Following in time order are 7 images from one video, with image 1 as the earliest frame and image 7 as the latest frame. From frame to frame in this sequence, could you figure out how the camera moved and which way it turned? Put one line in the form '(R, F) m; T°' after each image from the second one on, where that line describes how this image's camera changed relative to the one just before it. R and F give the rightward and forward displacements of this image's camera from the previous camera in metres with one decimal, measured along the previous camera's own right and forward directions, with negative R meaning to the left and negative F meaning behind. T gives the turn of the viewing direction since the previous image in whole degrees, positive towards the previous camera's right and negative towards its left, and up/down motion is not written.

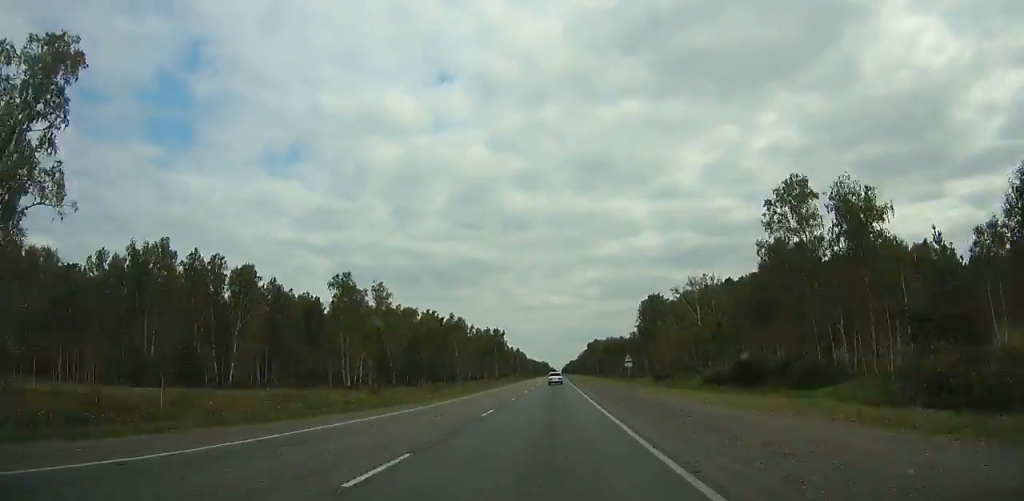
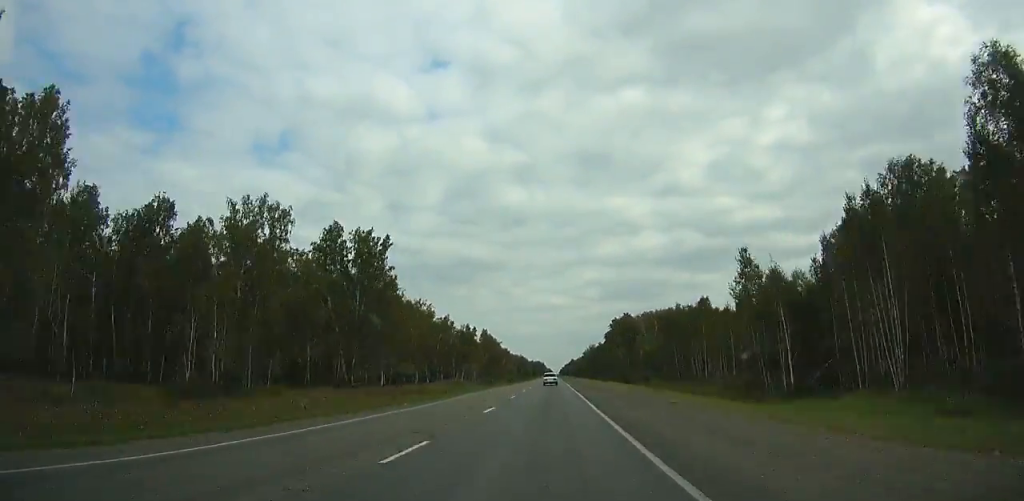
(-0.4, +179.2) m; 0°
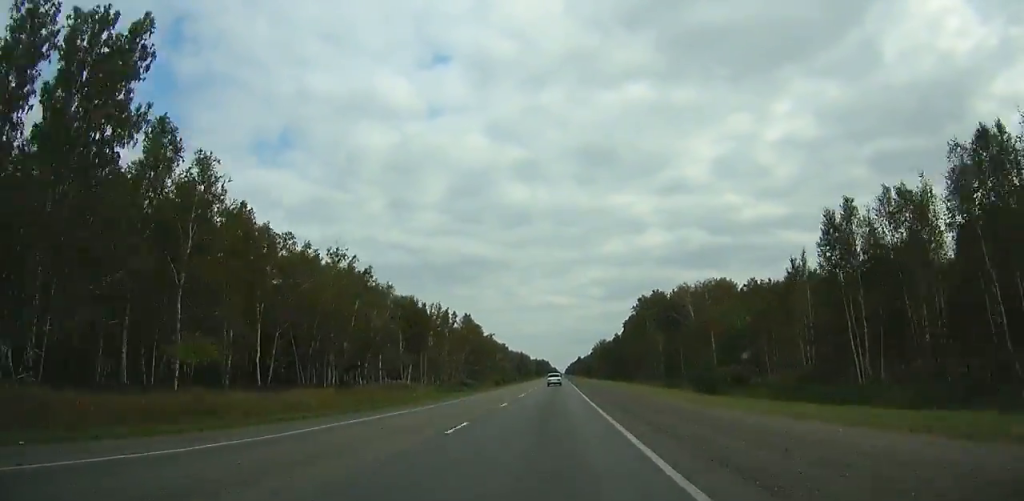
(-0.1, +55.4) m; 0°
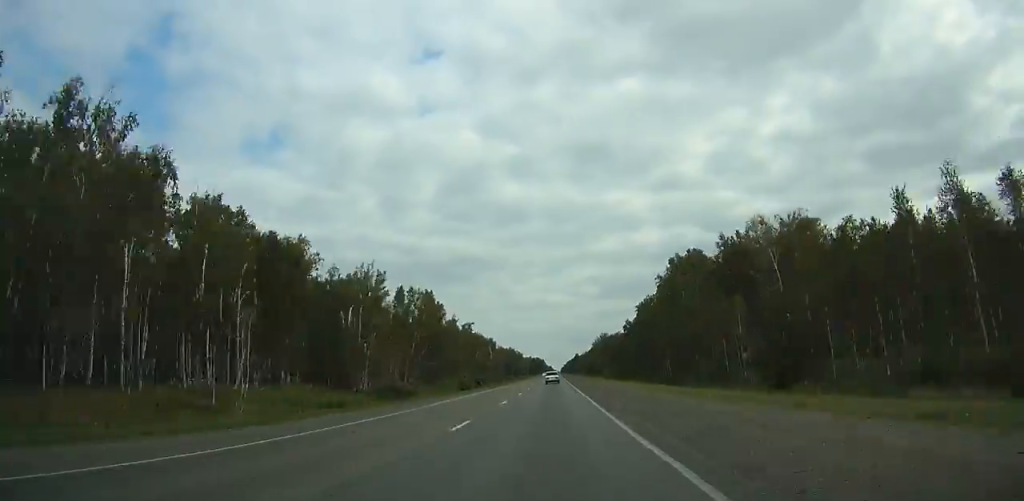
(-0.3, +48.1) m; 0°
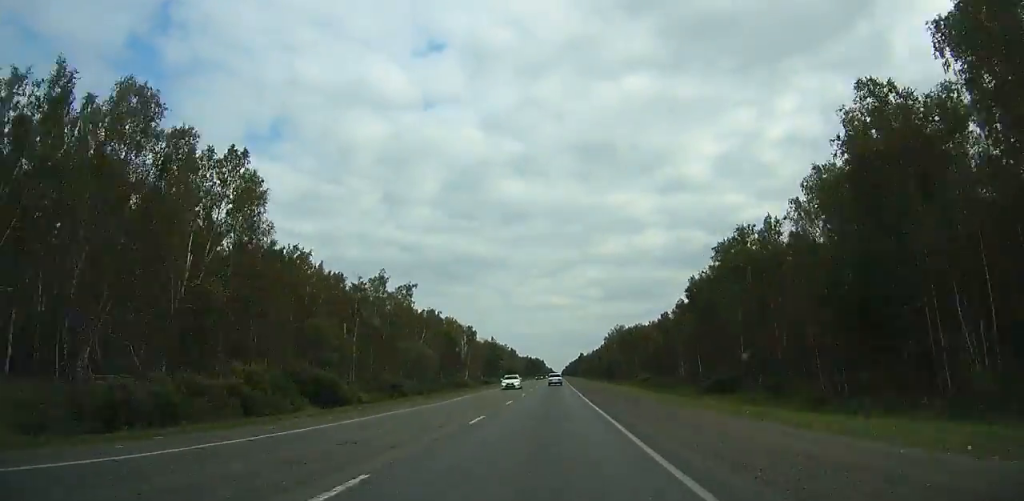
(+0.3, +81.7) m; 0°
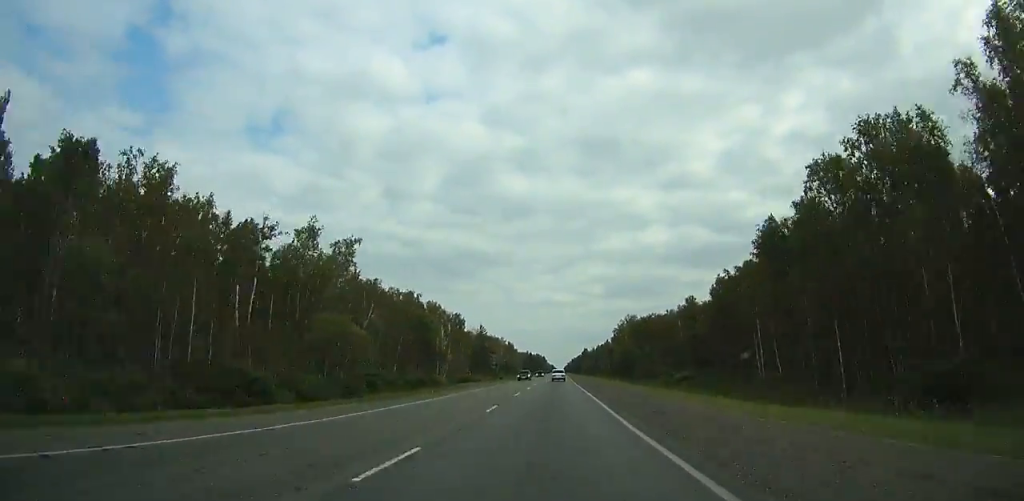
(0.0, +33.8) m; 0°
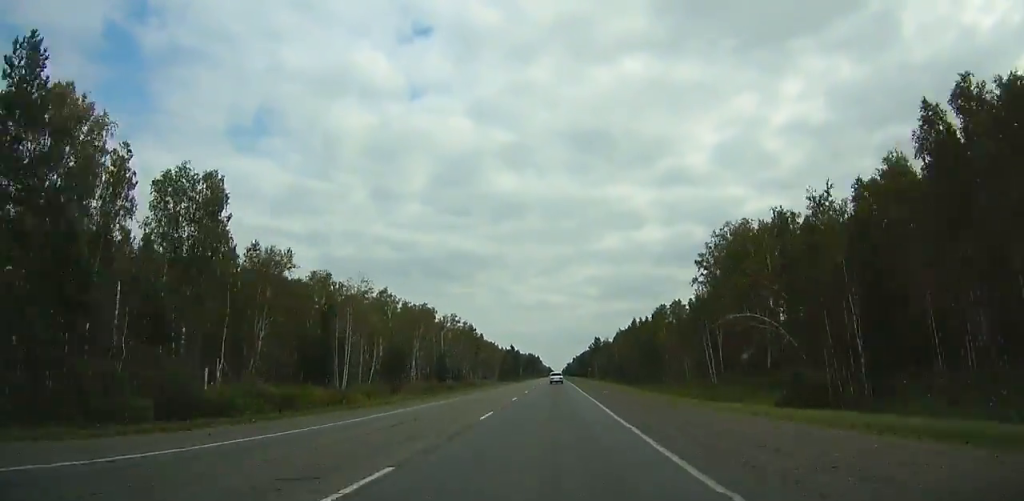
(+0.4, +144.8) m; 0°
